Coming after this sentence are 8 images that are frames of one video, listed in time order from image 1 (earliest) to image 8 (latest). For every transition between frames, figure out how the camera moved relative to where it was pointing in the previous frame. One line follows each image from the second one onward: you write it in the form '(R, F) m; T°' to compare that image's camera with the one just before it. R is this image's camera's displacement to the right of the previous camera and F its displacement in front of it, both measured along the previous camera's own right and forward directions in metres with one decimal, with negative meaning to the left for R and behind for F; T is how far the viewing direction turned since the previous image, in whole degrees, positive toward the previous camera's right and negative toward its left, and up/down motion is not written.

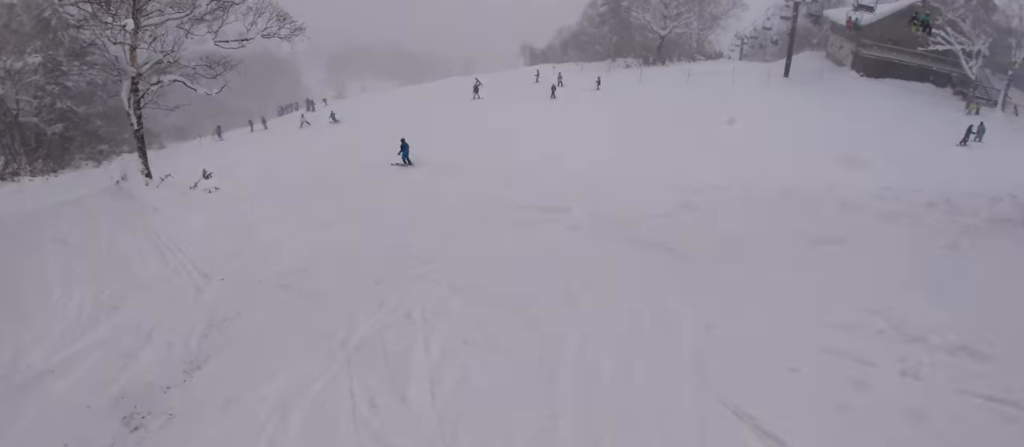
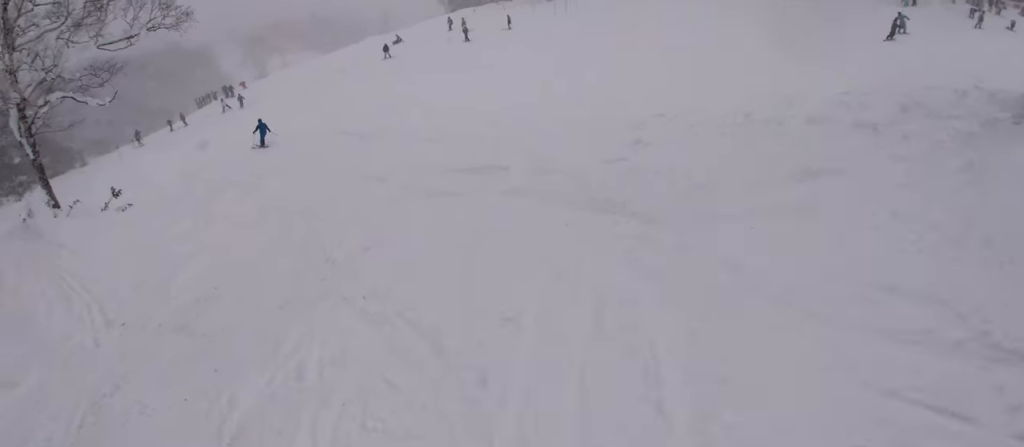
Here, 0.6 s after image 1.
(+0.2, +1.6) m; -1°
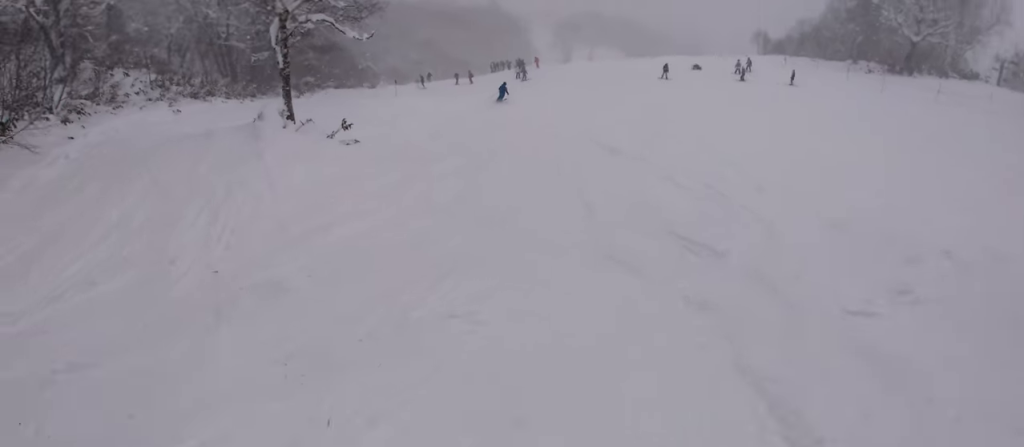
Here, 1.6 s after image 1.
(-0.3, +3.4) m; -17°
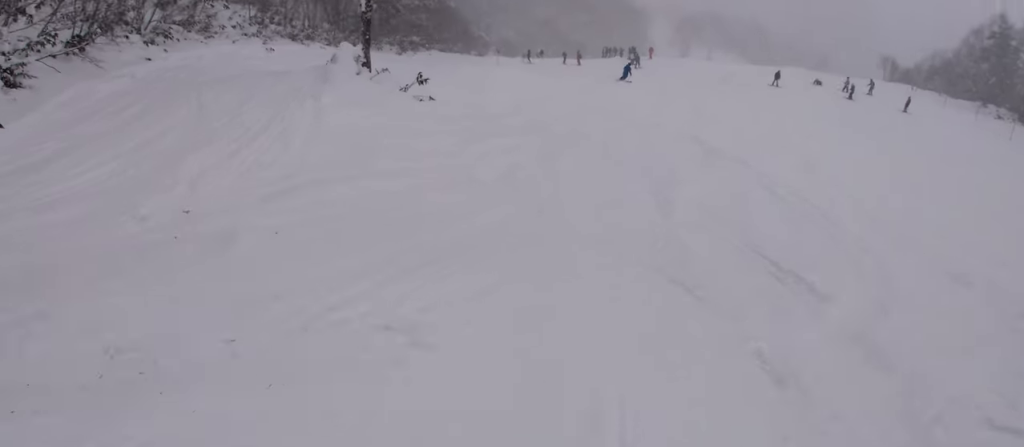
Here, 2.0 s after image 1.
(-0.3, +2.0) m; -5°
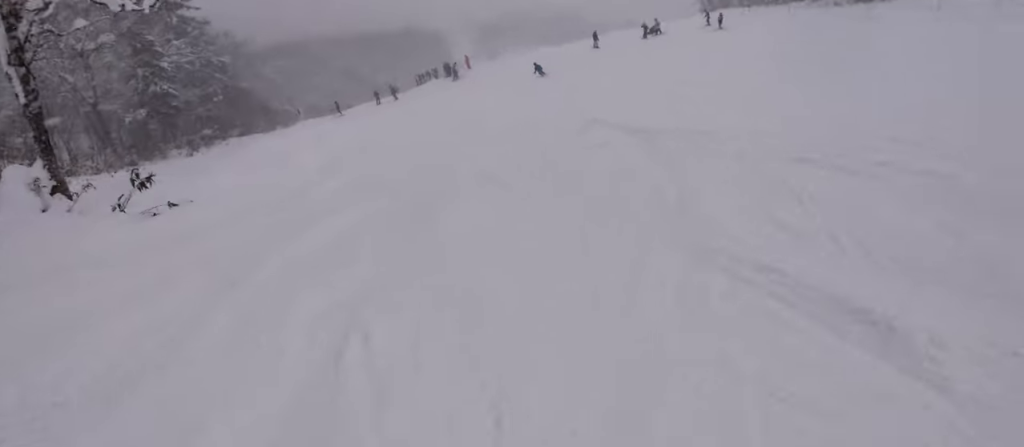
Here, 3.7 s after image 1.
(-0.7, +7.9) m; +10°
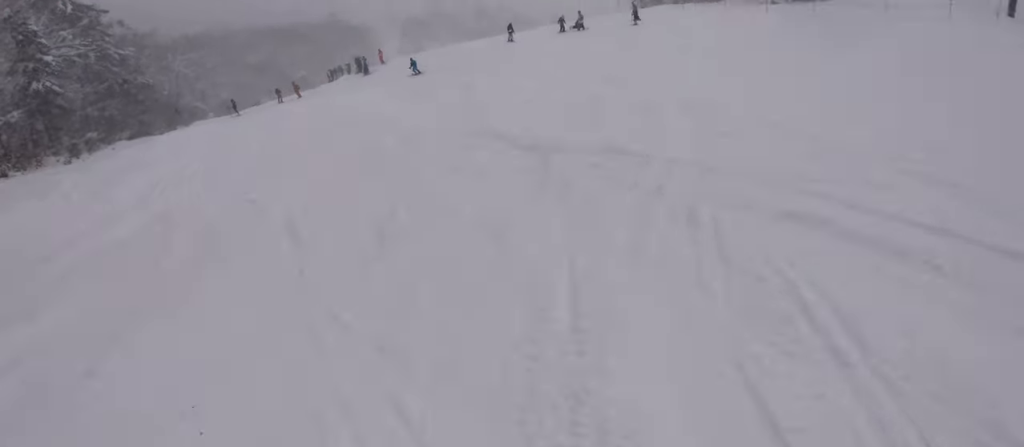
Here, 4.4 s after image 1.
(+1.0, +3.8) m; +3°
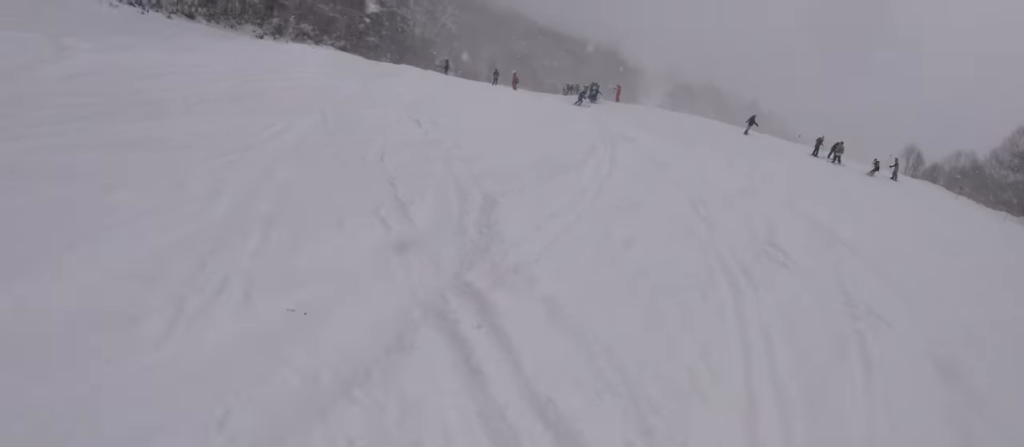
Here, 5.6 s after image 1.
(-0.6, +6.4) m; -19°
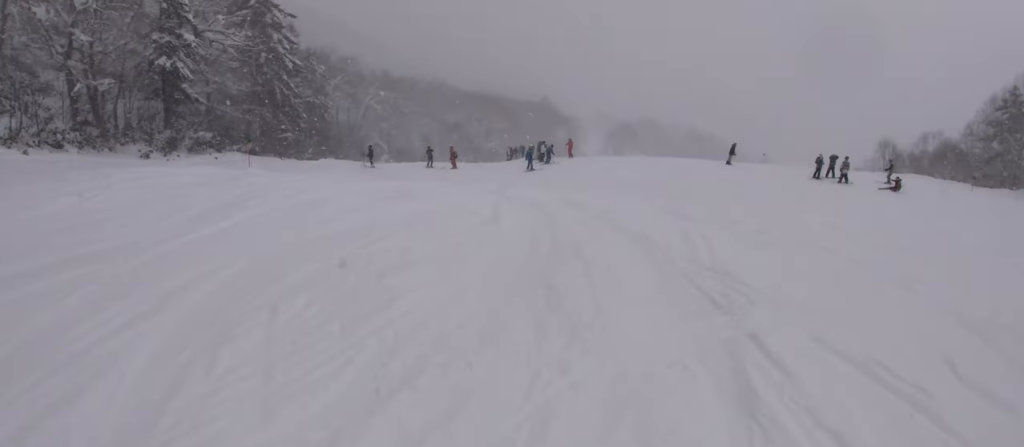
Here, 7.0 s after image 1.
(-1.0, +6.6) m; +1°
